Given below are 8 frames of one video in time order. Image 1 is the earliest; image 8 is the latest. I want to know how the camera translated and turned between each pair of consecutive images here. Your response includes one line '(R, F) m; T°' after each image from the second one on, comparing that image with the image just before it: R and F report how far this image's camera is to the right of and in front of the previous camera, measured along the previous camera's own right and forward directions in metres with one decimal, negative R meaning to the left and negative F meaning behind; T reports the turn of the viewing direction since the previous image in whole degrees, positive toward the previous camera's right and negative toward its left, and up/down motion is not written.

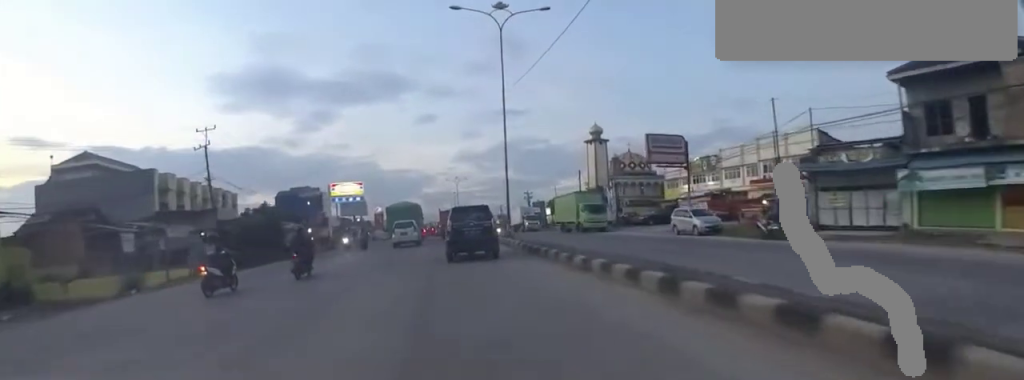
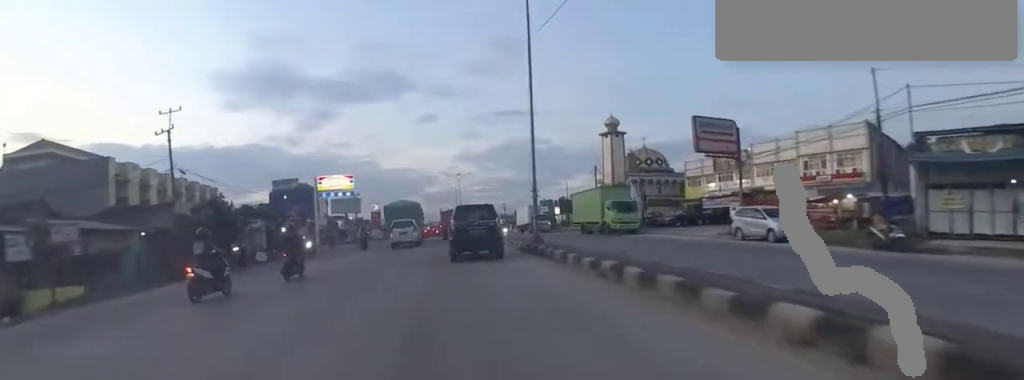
(+0.1, +6.1) m; 0°
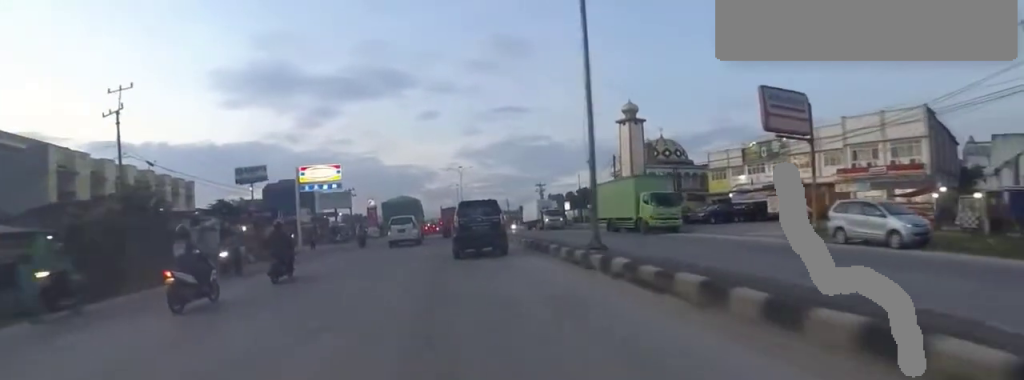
(-0.1, +6.2) m; -6°
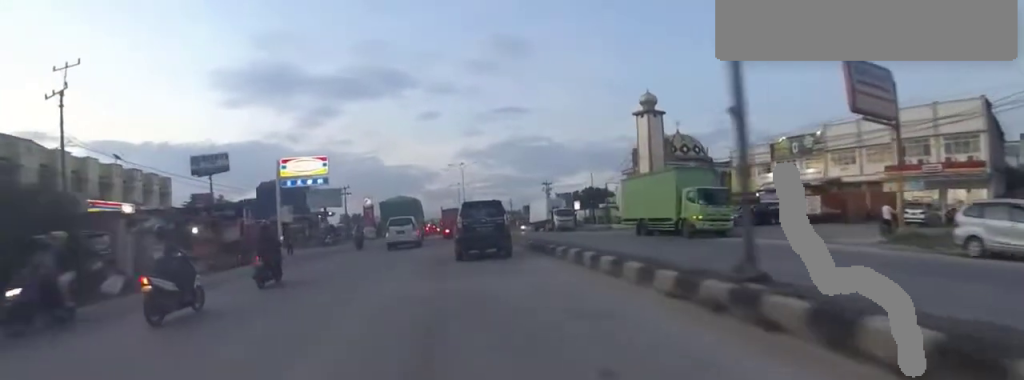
(0.0, +5.0) m; -6°
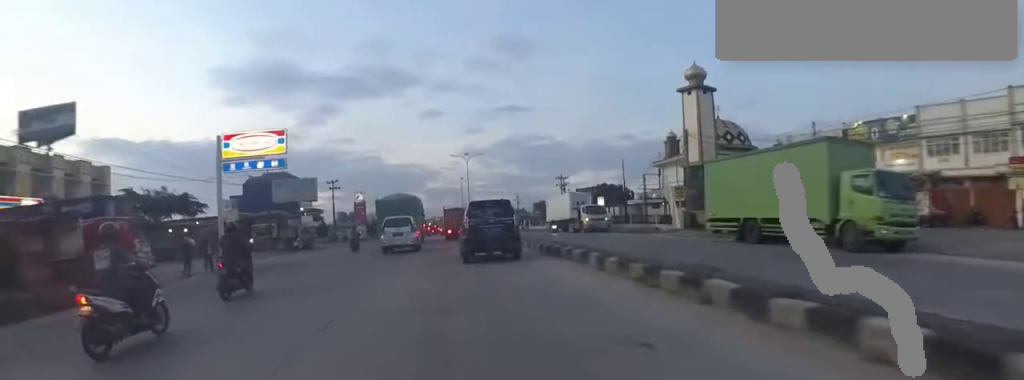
(-1.6, +10.1) m; -14°
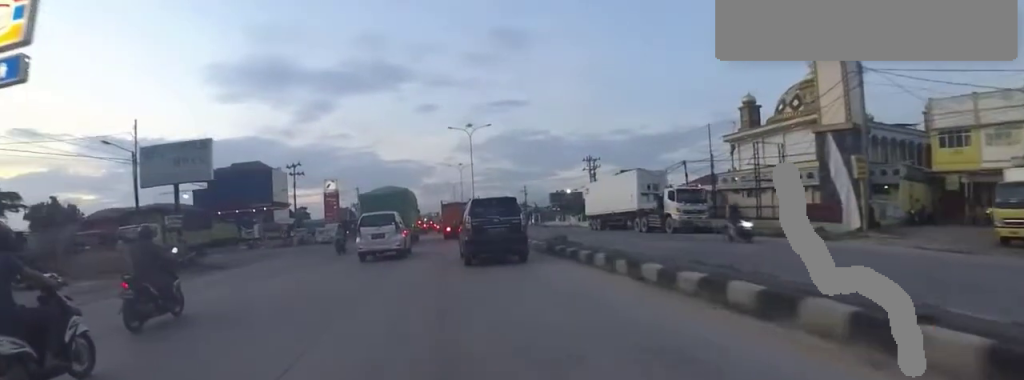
(-0.6, +16.5) m; +5°
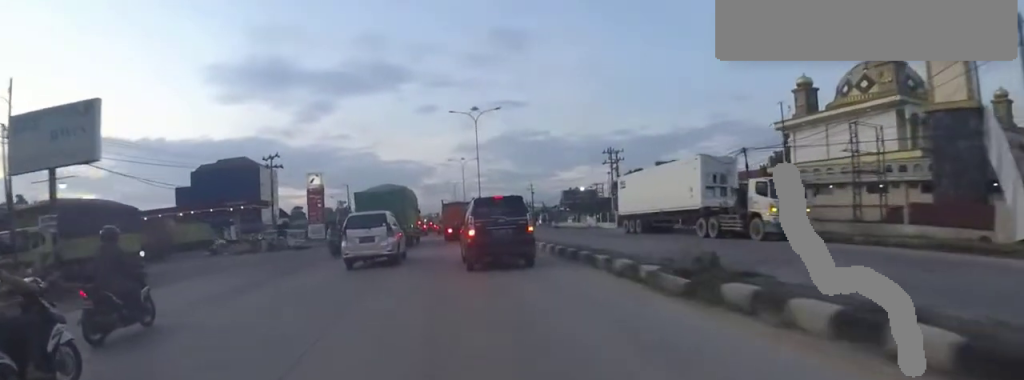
(+0.5, +7.6) m; +3°
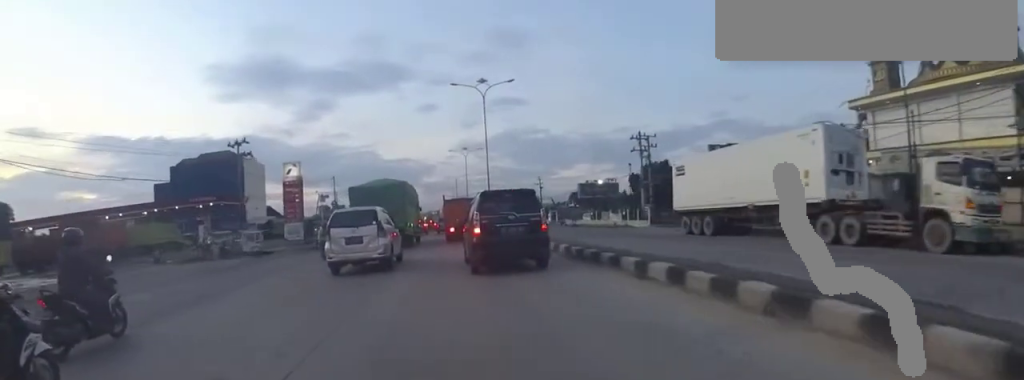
(+0.1, +8.5) m; -2°
